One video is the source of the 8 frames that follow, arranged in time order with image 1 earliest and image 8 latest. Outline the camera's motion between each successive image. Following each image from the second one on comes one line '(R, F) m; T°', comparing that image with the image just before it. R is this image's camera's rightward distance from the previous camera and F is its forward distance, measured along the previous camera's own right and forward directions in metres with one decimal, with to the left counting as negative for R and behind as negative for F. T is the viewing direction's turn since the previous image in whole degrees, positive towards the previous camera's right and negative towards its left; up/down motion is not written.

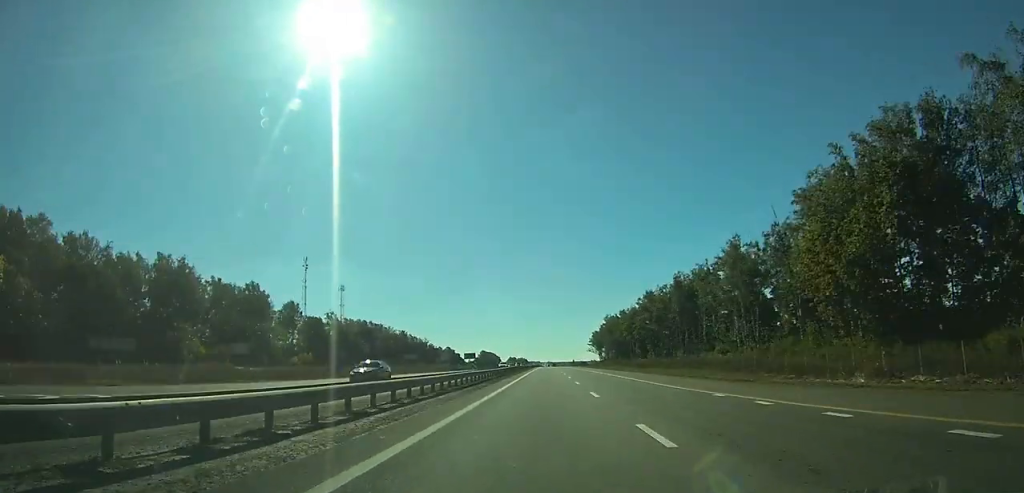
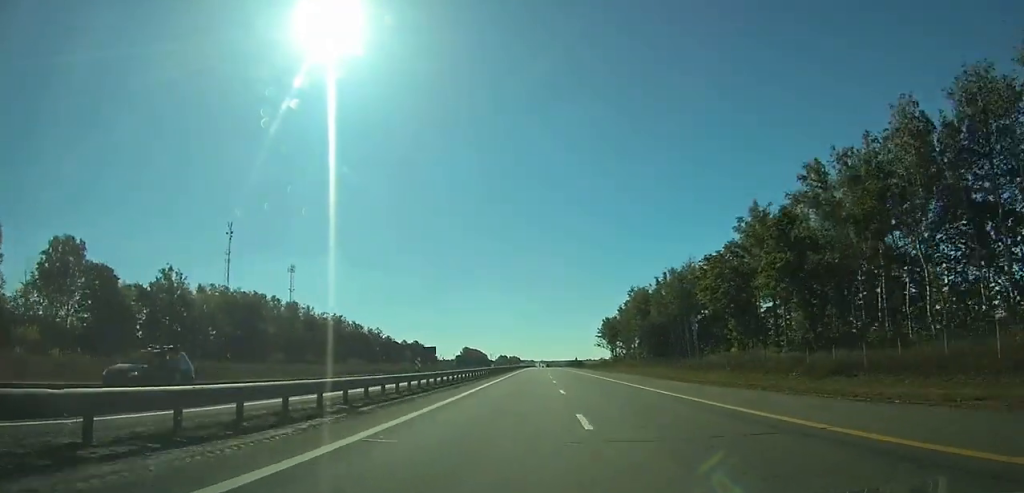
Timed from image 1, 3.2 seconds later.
(+0.4, +93.1) m; +1°
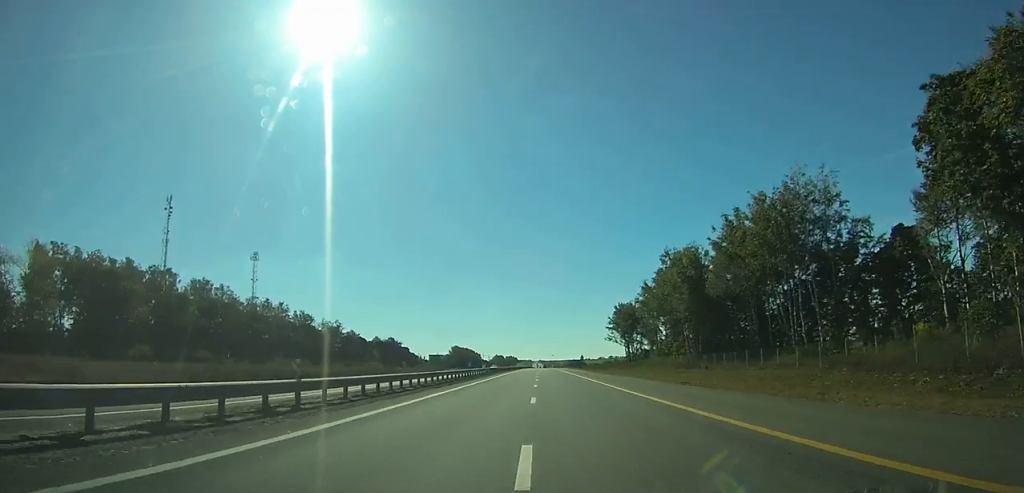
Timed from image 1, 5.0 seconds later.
(+0.2, +52.6) m; 0°
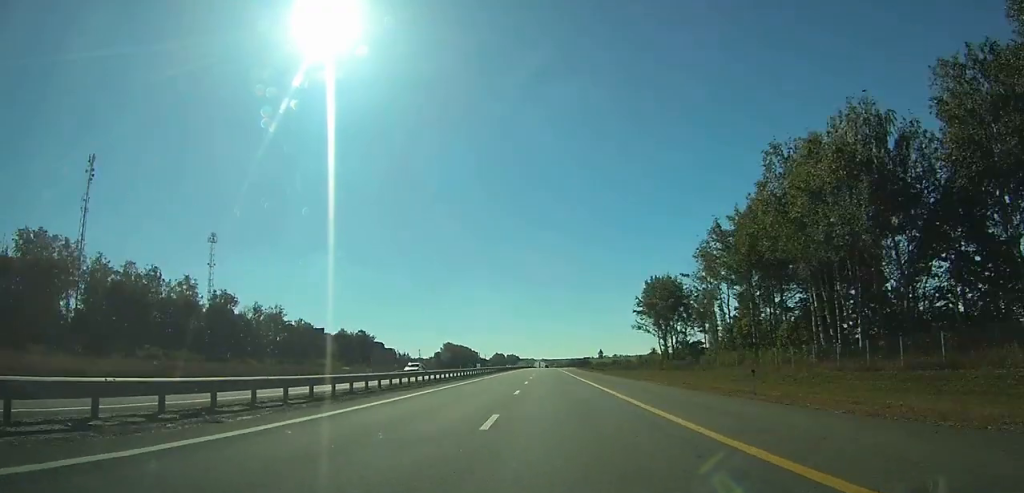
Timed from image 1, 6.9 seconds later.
(0.0, +54.6) m; 0°
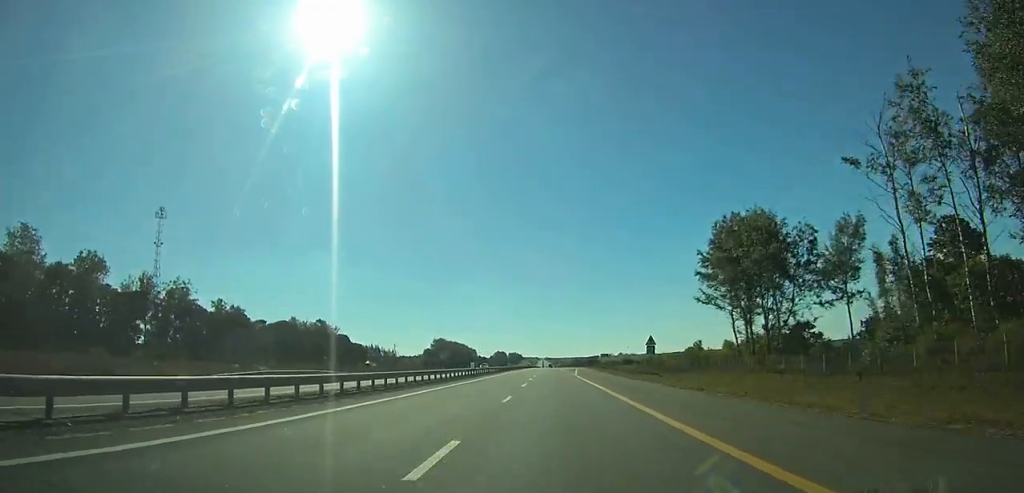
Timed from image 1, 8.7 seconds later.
(0.0, +52.6) m; 0°
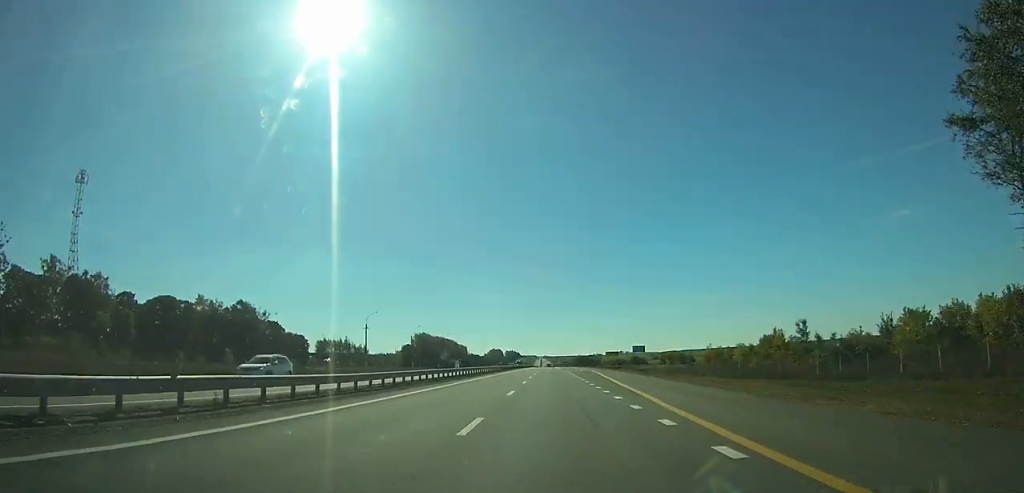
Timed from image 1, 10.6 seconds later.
(0.0, +56.2) m; 0°
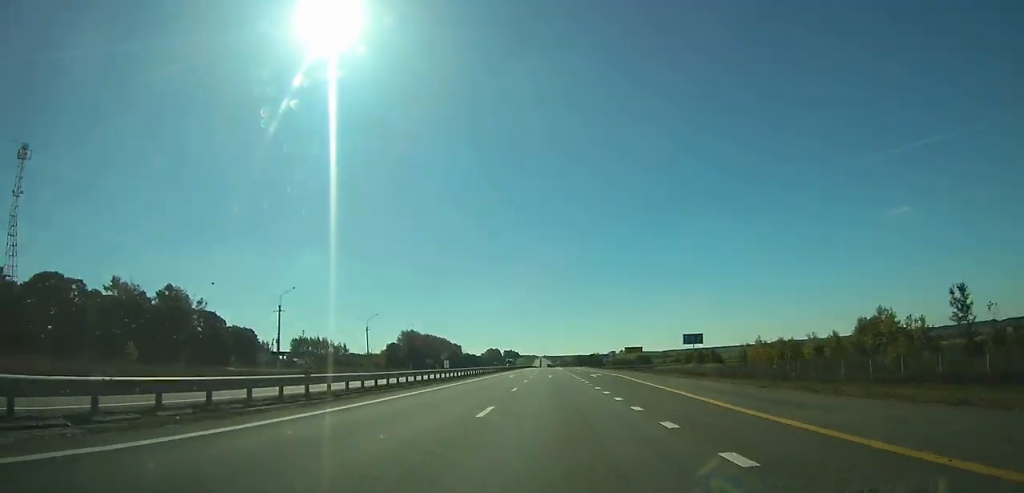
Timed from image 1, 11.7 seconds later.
(0.0, +32.9) m; 0°
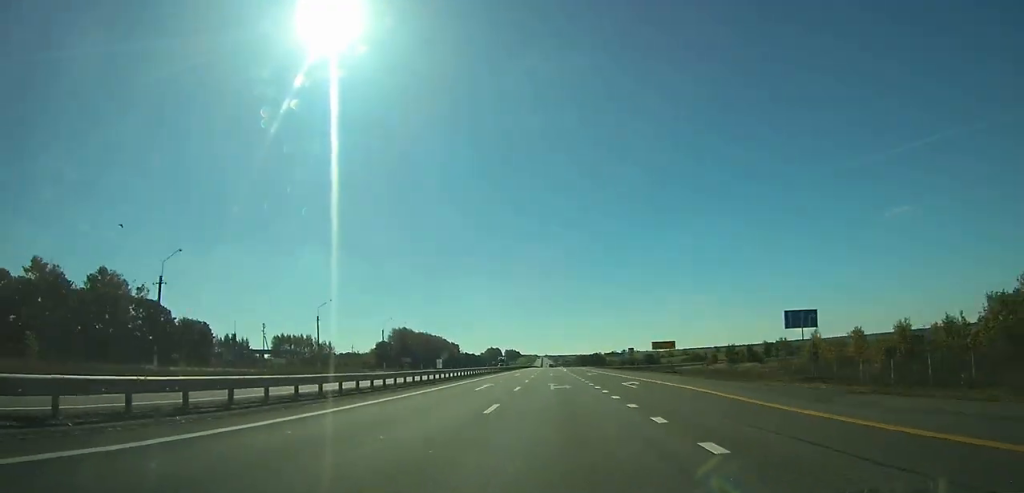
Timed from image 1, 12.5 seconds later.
(0.0, +23.0) m; 0°
